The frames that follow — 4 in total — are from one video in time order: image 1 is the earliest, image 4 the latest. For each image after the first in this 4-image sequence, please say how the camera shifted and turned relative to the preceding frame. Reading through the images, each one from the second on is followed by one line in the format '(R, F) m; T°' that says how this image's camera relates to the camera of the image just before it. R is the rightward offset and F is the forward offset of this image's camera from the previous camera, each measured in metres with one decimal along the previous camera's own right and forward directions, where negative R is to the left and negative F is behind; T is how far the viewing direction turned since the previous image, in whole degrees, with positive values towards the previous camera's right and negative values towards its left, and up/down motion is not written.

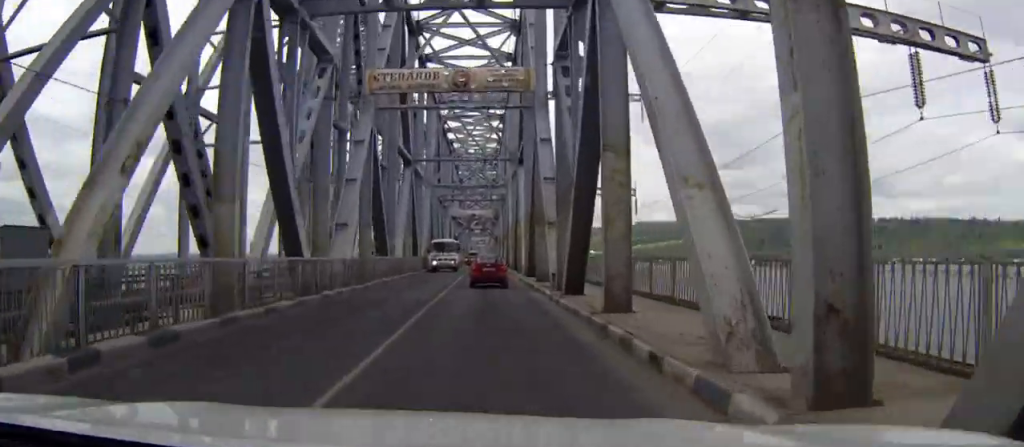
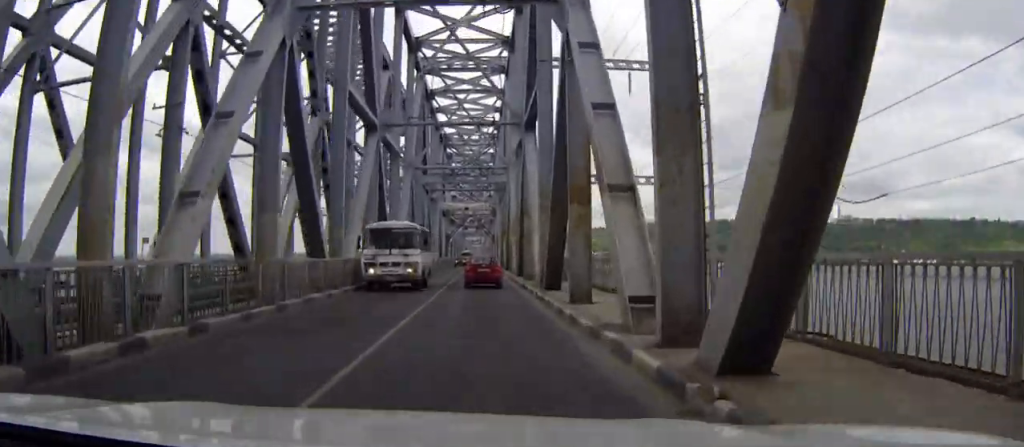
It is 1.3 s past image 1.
(0.0, +16.1) m; 0°
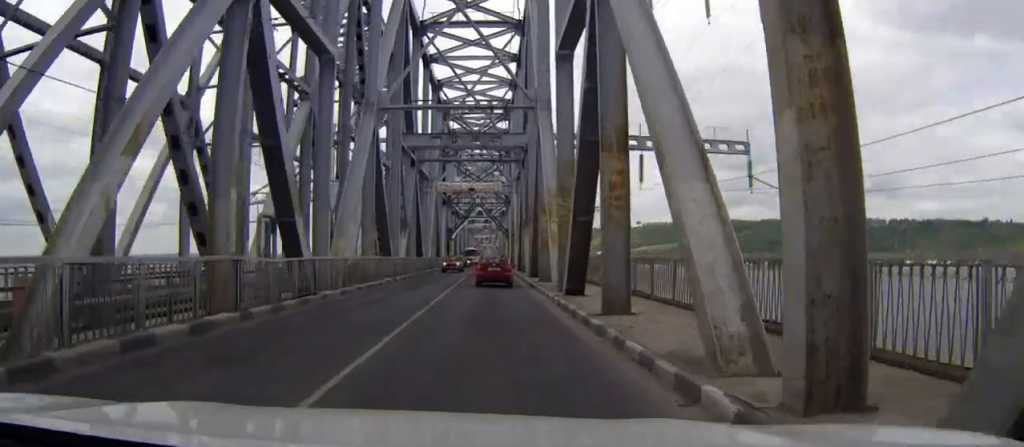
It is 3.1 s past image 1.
(+0.1, +24.3) m; 0°
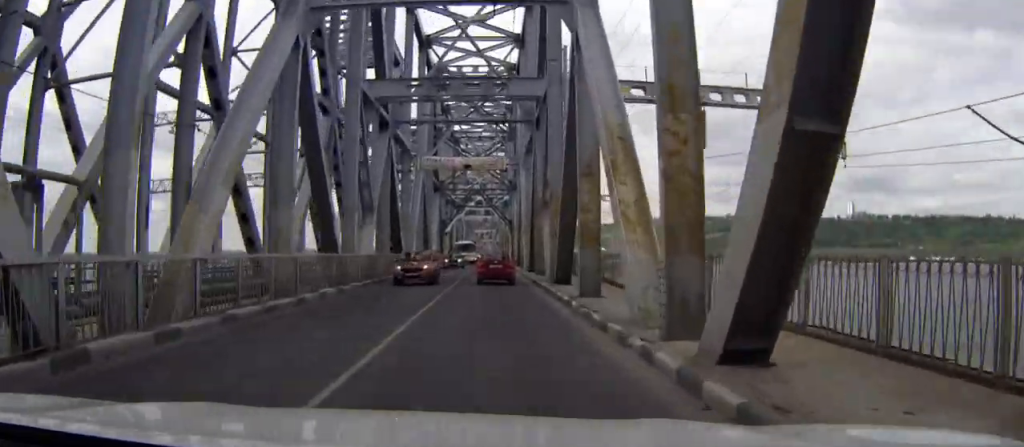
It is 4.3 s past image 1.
(-0.2, +15.1) m; 0°
